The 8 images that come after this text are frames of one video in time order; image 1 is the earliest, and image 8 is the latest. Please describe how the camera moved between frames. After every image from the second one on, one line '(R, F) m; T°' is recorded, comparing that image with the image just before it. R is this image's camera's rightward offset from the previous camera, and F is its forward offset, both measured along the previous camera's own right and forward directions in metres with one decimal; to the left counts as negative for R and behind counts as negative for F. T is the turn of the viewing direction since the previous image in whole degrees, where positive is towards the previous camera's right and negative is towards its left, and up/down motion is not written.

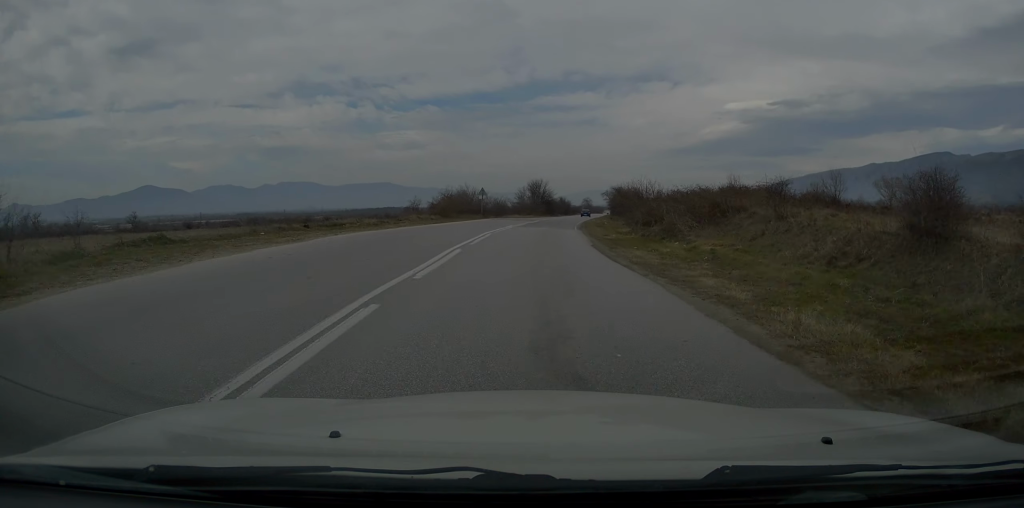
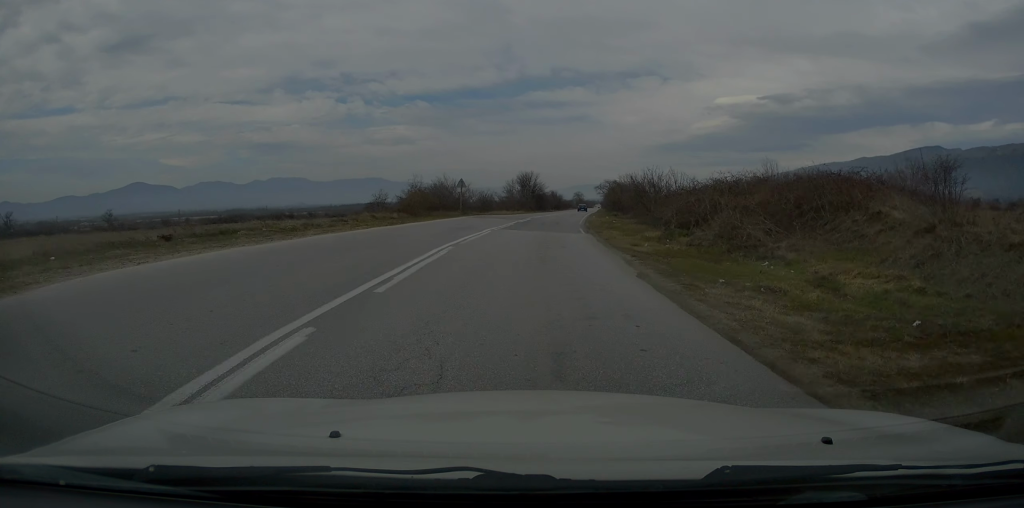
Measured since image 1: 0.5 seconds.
(-0.1, +10.3) m; +1°
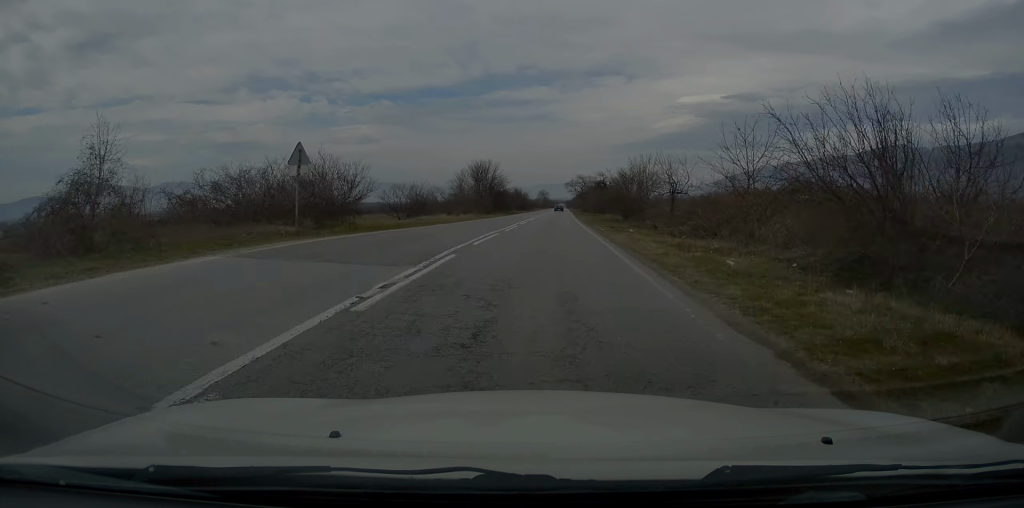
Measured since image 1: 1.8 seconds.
(+1.3, +28.8) m; +4°
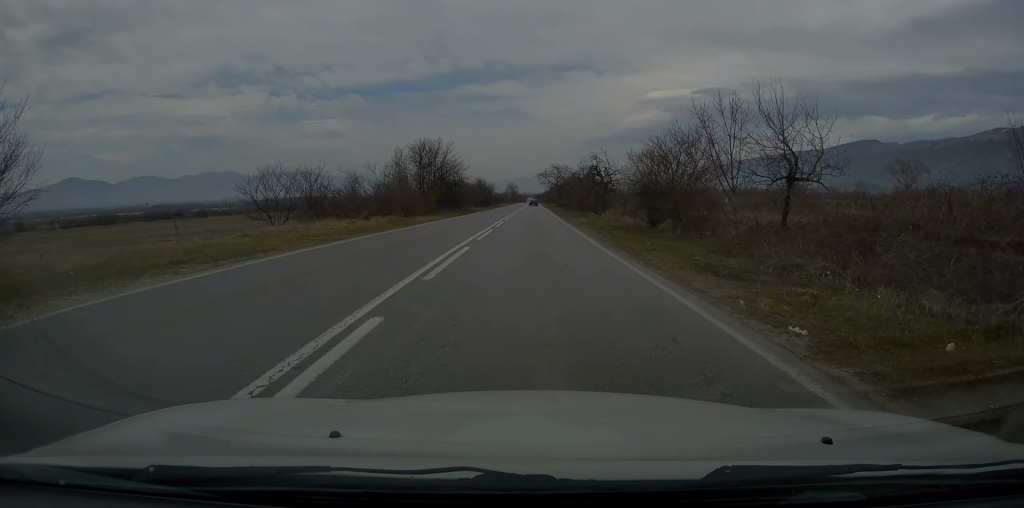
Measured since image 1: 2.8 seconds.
(+0.4, +23.7) m; +1°
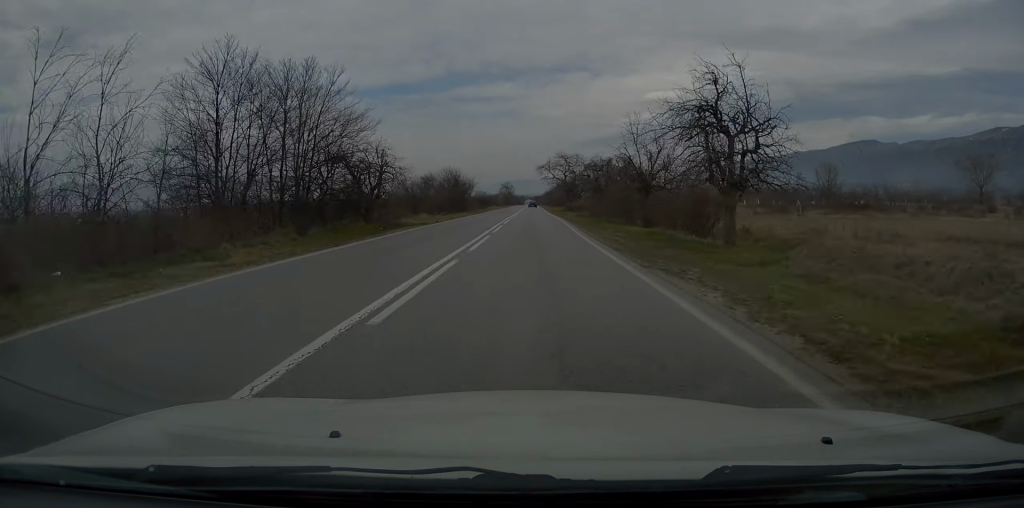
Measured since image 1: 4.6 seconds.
(0.0, +38.8) m; +1°
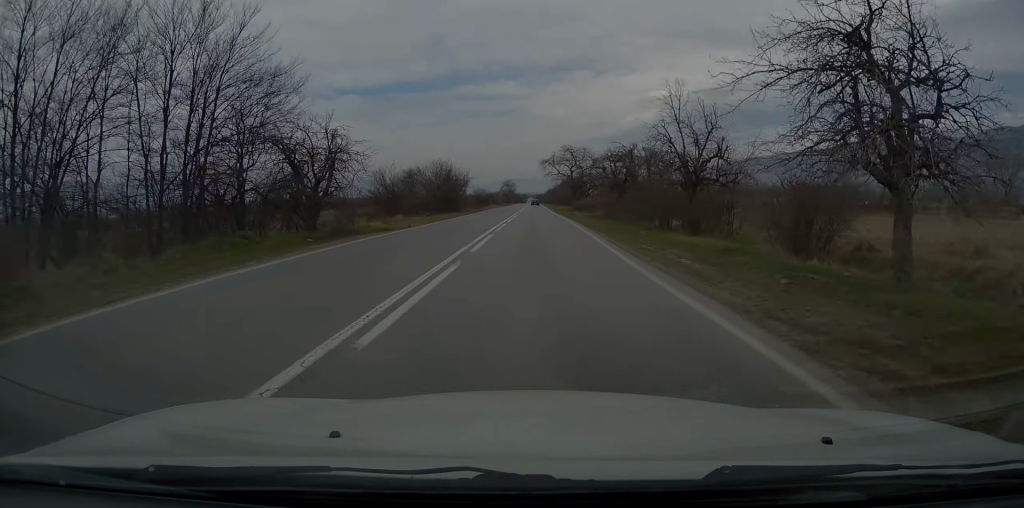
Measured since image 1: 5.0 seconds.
(+0.2, +9.7) m; 0°
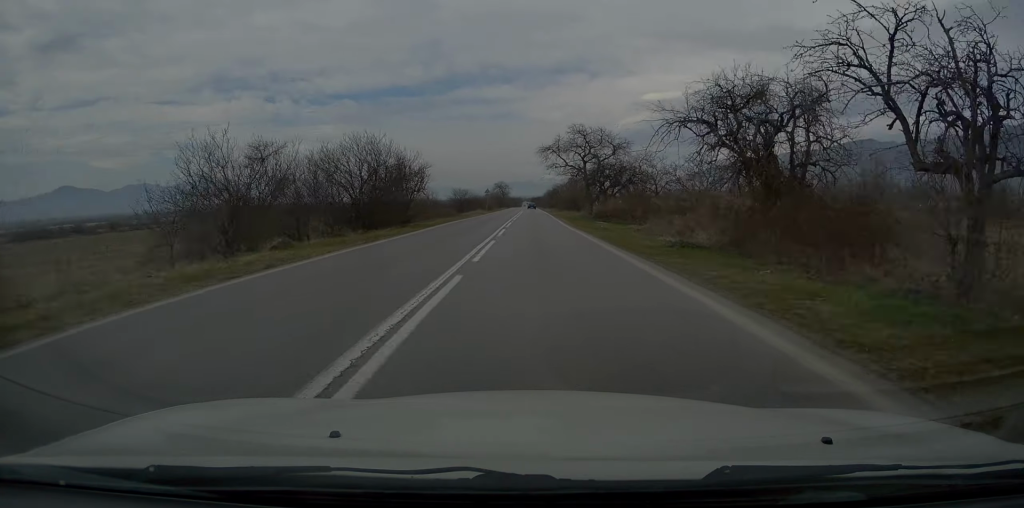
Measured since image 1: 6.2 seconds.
(0.0, +27.8) m; 0°
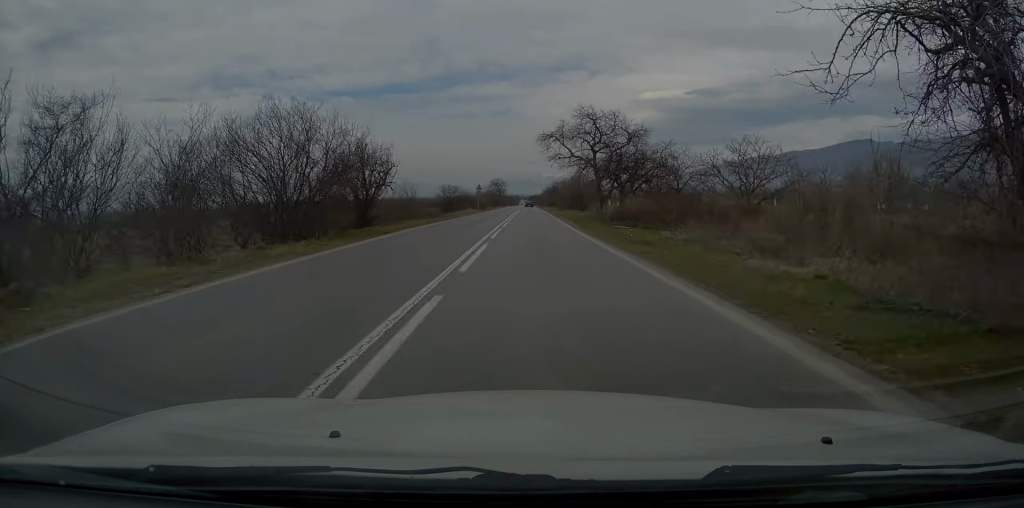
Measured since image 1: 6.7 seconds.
(-0.1, +11.3) m; 0°
